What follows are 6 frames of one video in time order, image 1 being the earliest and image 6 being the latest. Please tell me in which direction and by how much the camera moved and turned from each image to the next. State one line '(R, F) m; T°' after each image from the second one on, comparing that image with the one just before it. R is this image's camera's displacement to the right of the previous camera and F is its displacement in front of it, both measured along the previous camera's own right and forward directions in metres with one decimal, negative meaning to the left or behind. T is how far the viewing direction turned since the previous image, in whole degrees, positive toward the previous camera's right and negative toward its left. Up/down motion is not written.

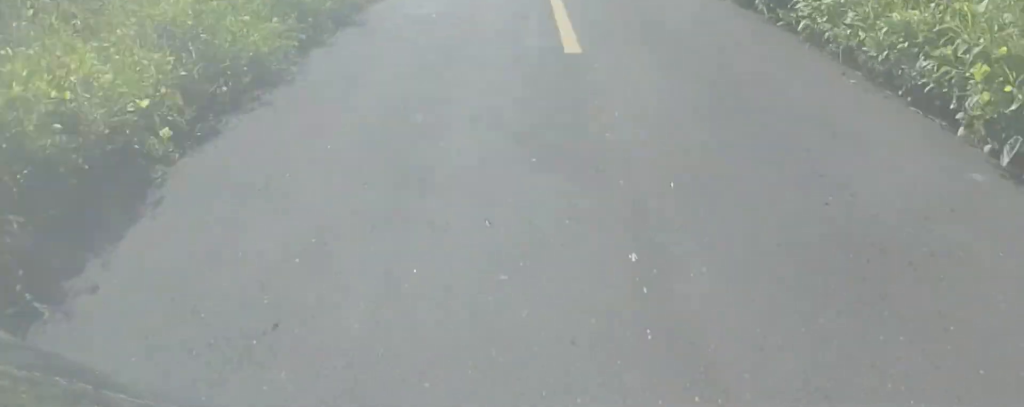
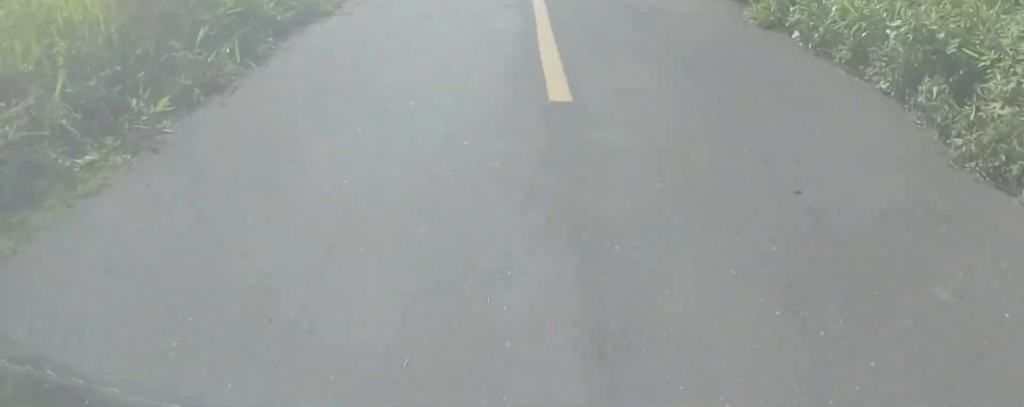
(0.0, +15.7) m; 0°
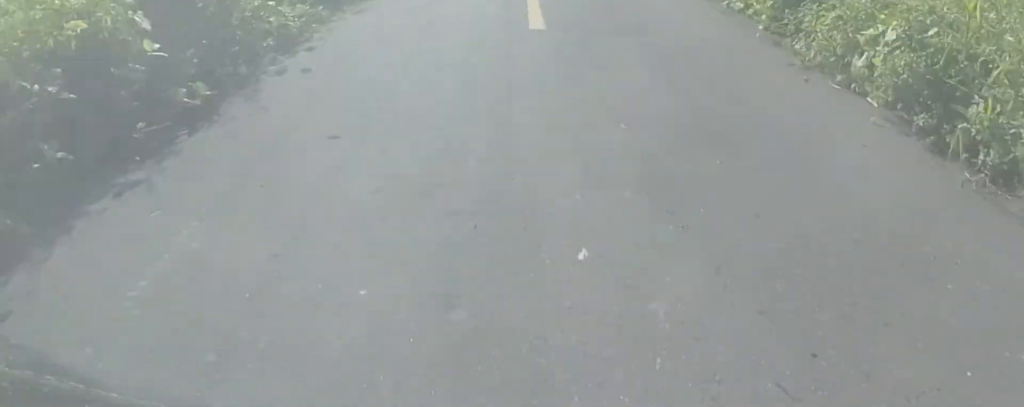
(0.0, +13.5) m; 0°
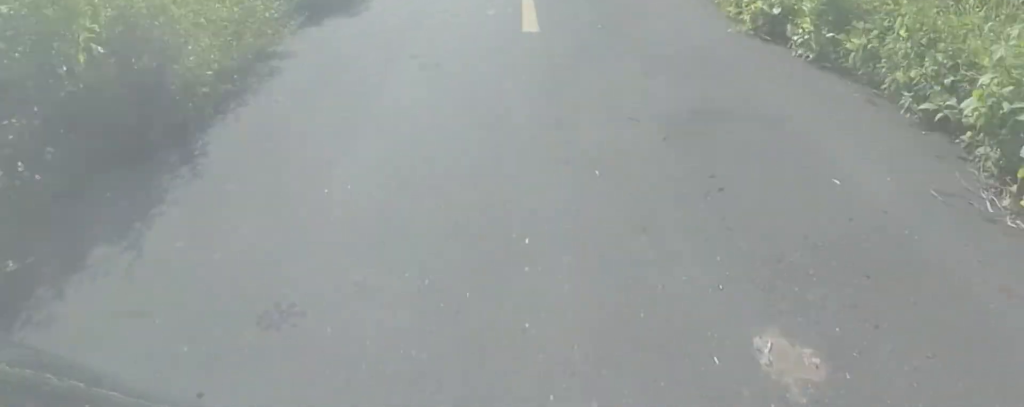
(0.0, +16.2) m; 0°
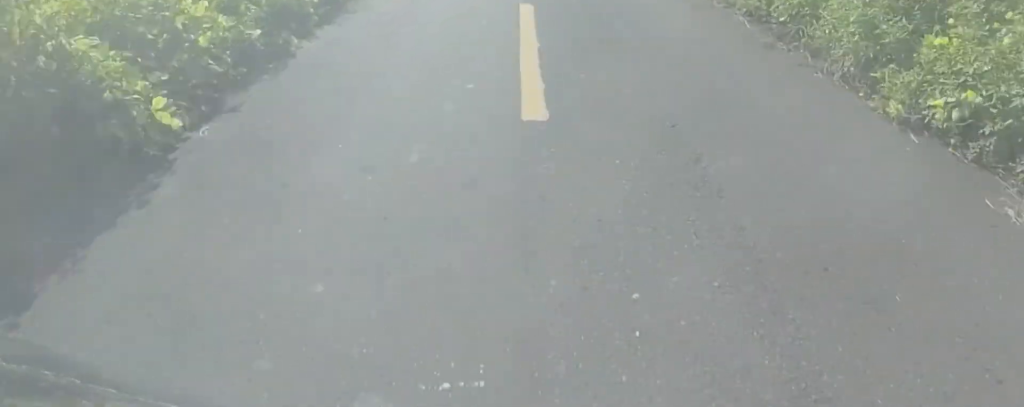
(0.0, +17.9) m; 0°
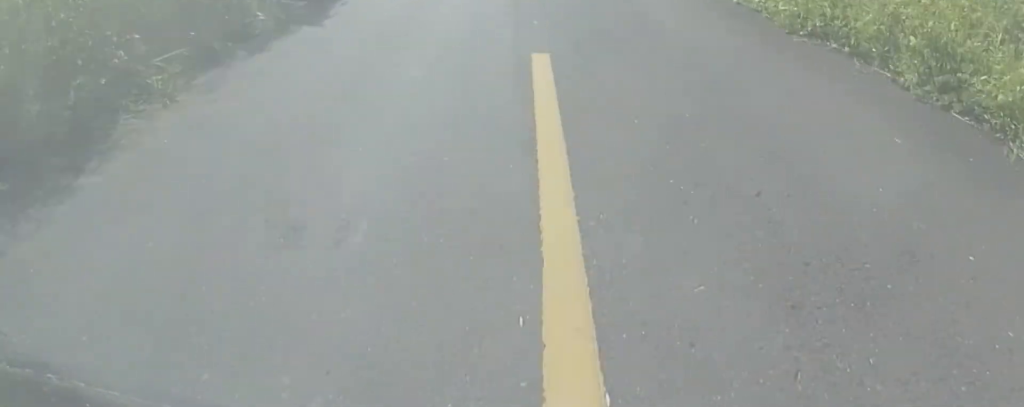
(0.0, +17.0) m; 0°
